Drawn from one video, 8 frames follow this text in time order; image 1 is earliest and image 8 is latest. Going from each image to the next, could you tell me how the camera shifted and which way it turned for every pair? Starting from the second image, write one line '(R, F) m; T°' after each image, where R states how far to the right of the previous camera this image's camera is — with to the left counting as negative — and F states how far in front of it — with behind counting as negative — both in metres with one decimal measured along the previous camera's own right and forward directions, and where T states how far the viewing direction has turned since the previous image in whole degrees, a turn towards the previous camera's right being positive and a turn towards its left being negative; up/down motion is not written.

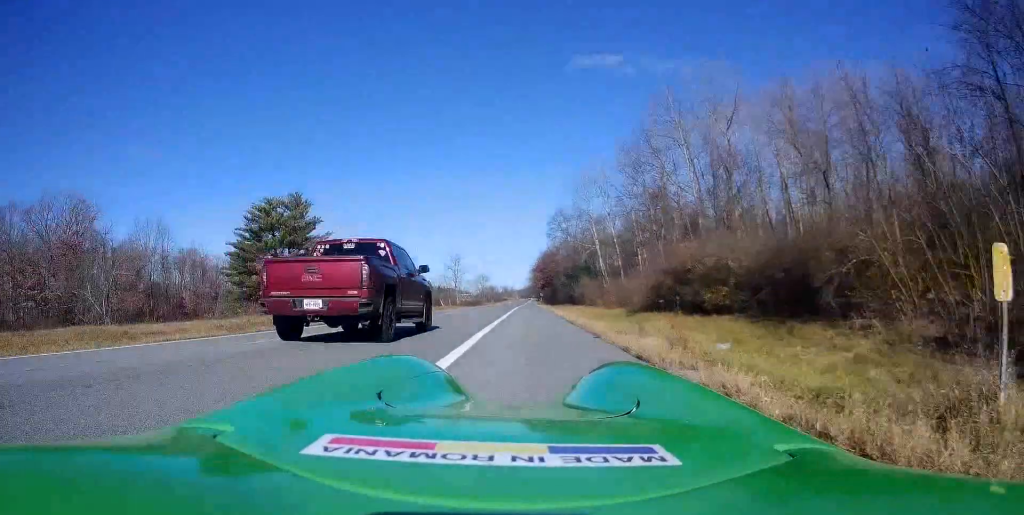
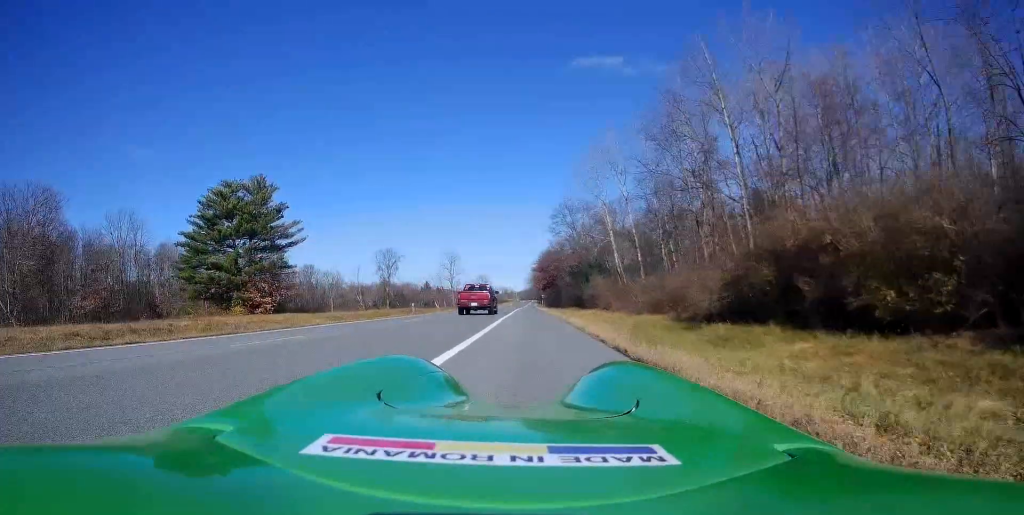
(+0.1, +12.0) m; -2°
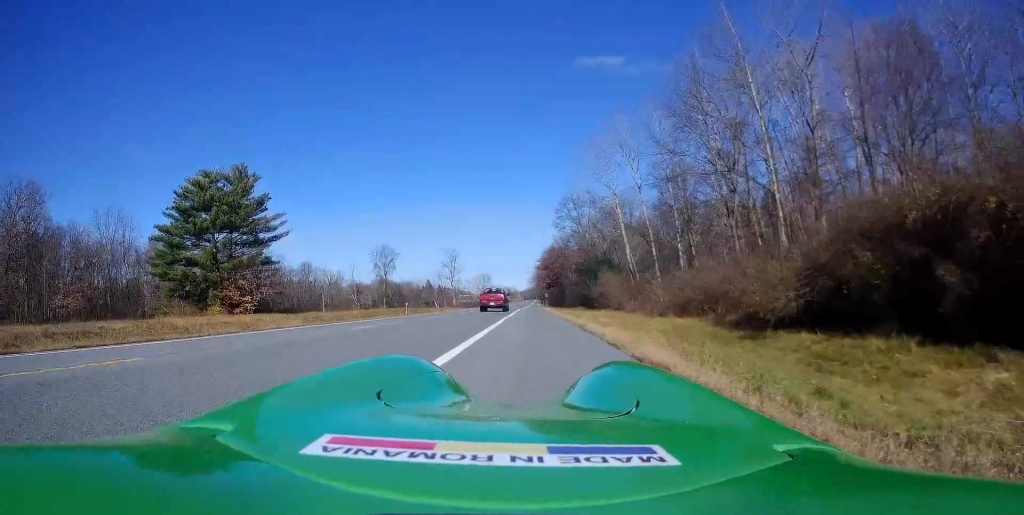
(-0.2, +5.6) m; -2°
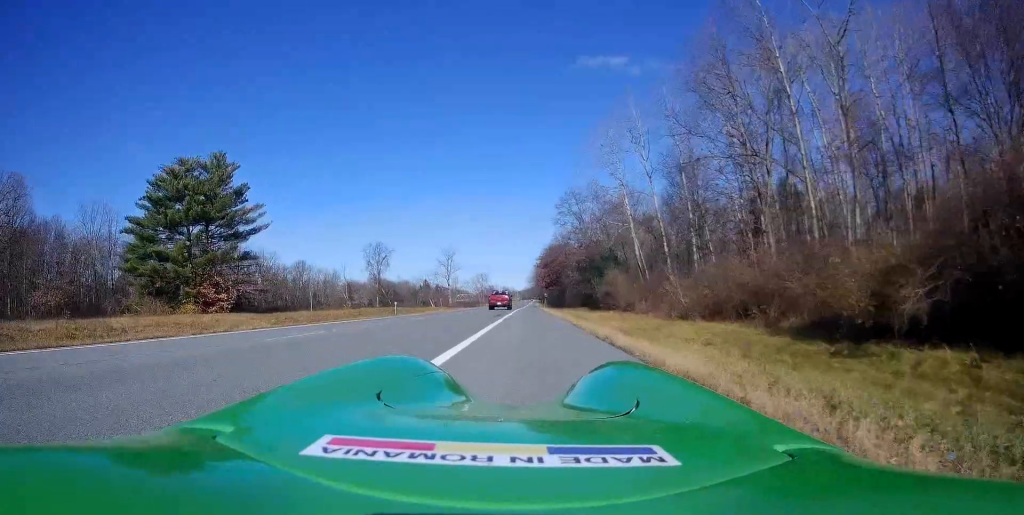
(-0.1, +5.2) m; 0°
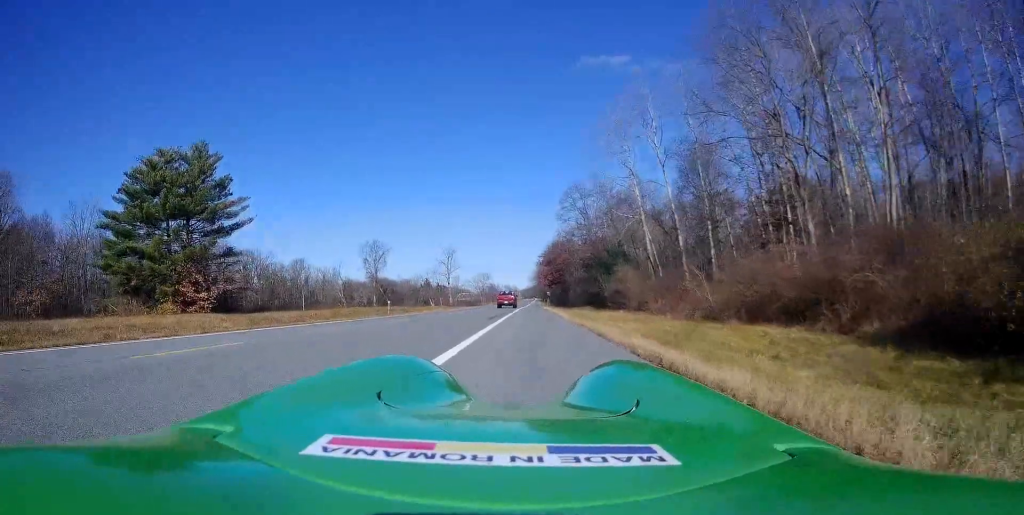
(-0.1, +4.2) m; +1°
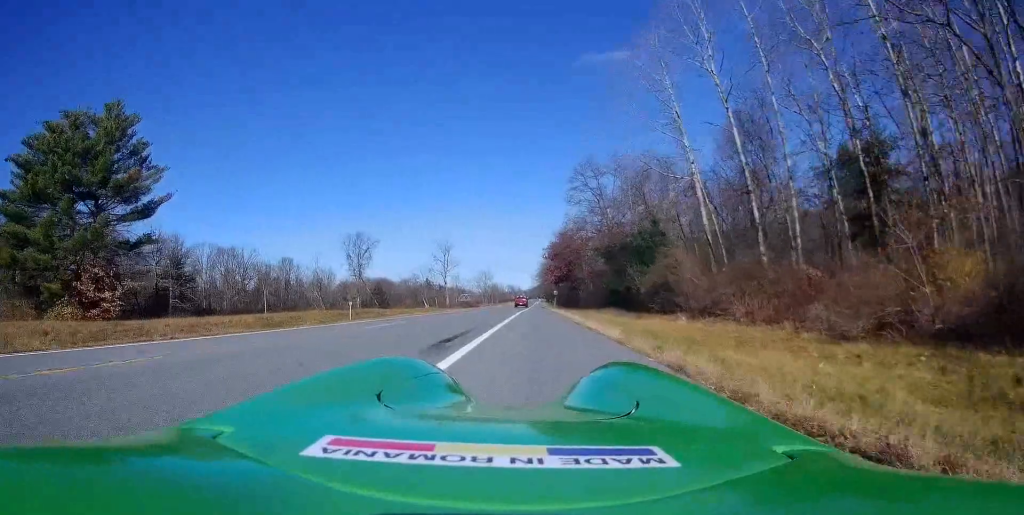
(+0.3, +14.6) m; +1°
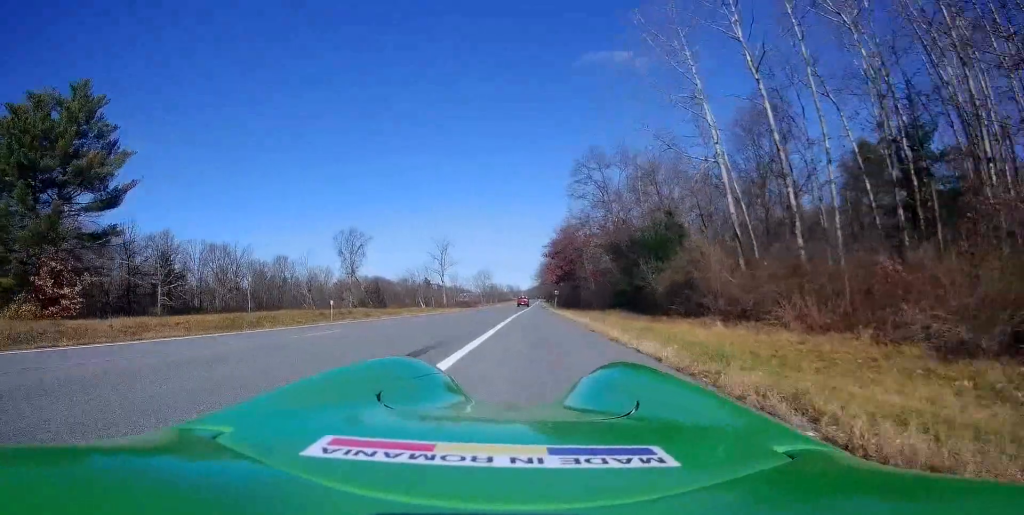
(-0.2, +4.5) m; 0°
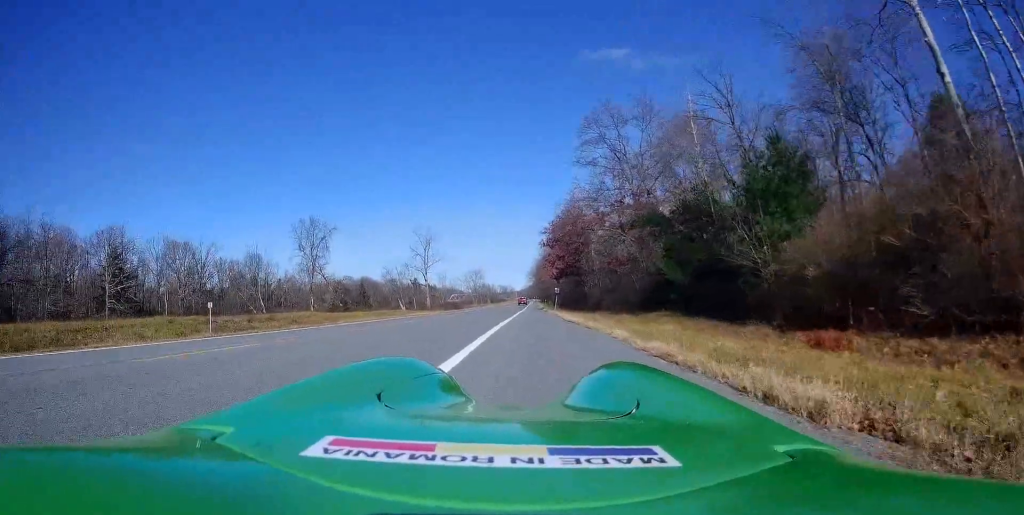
(+0.1, +17.1) m; -2°
